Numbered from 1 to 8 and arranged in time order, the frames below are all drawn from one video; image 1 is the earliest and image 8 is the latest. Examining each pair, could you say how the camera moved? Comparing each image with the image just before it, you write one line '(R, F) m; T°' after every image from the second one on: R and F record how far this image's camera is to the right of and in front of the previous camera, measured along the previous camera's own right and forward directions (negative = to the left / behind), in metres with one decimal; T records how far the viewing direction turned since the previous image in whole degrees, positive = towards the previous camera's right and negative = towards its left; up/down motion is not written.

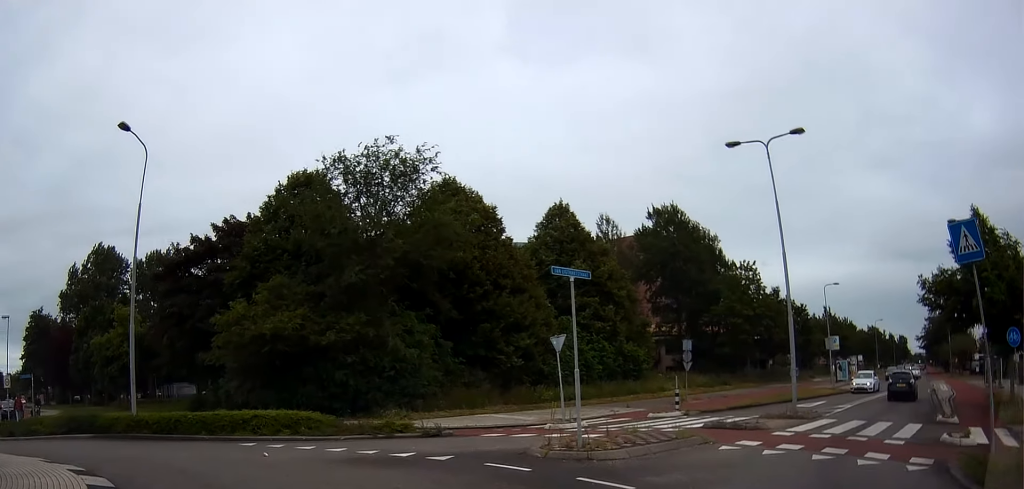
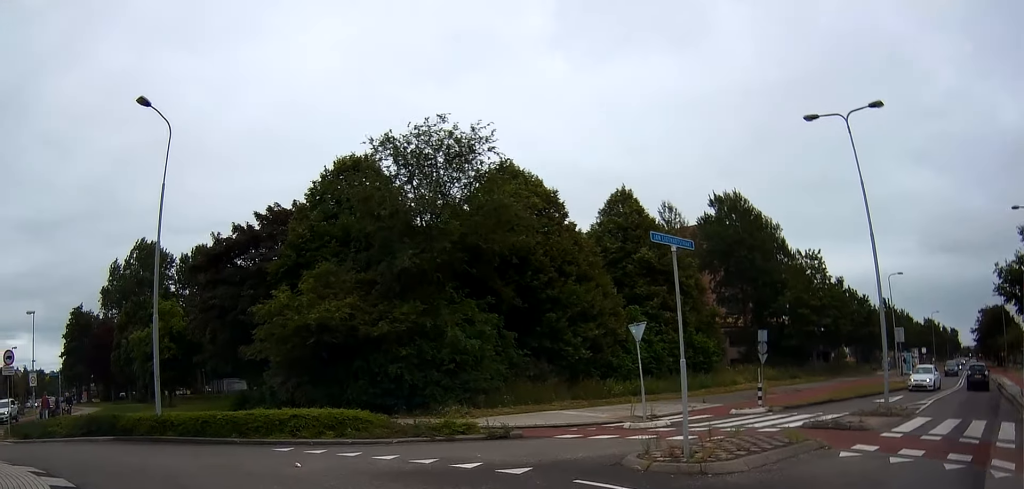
(-0.2, +2.1) m; -8°
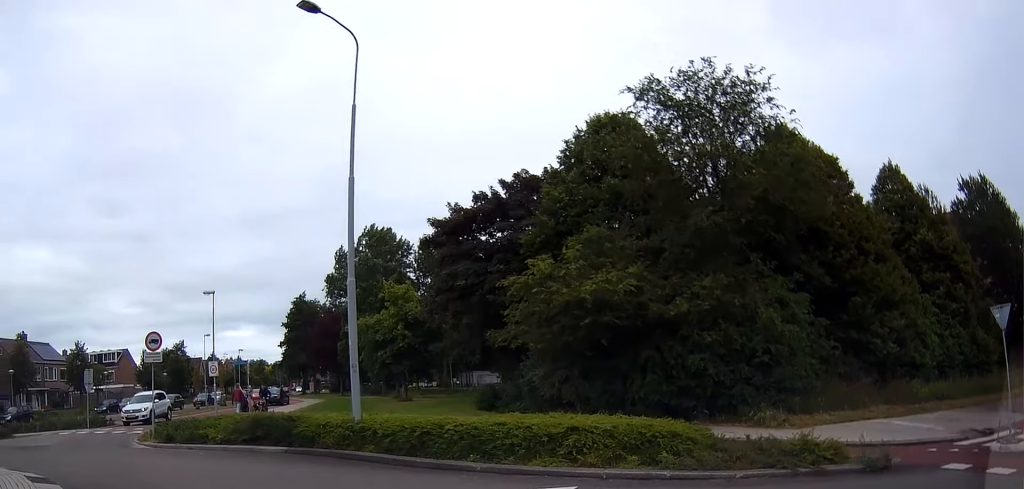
(-0.8, +5.1) m; -19°
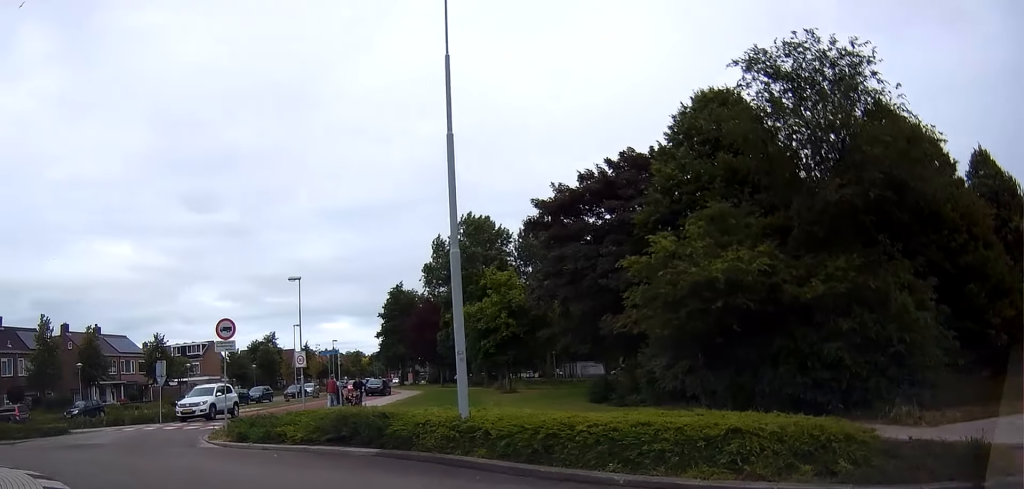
(-0.2, +1.8) m; -7°
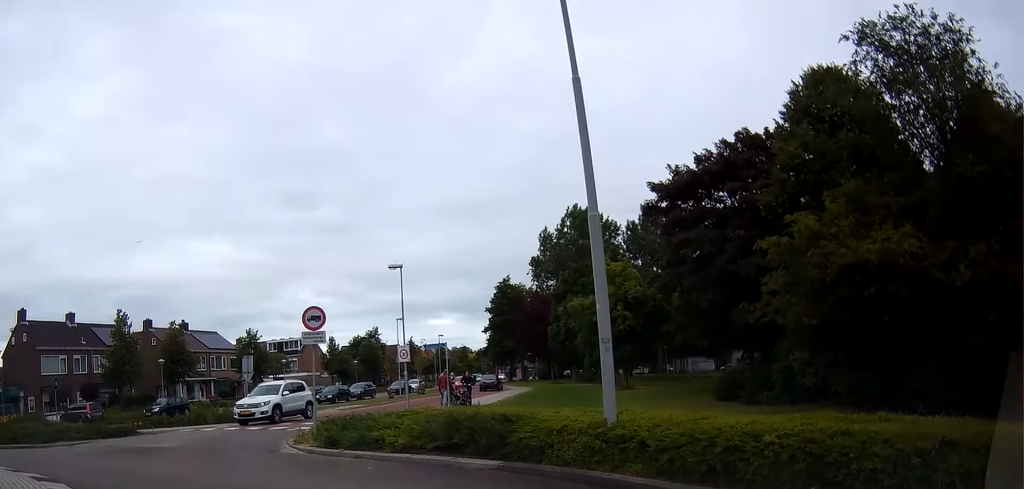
(0.0, +2.0) m; -8°
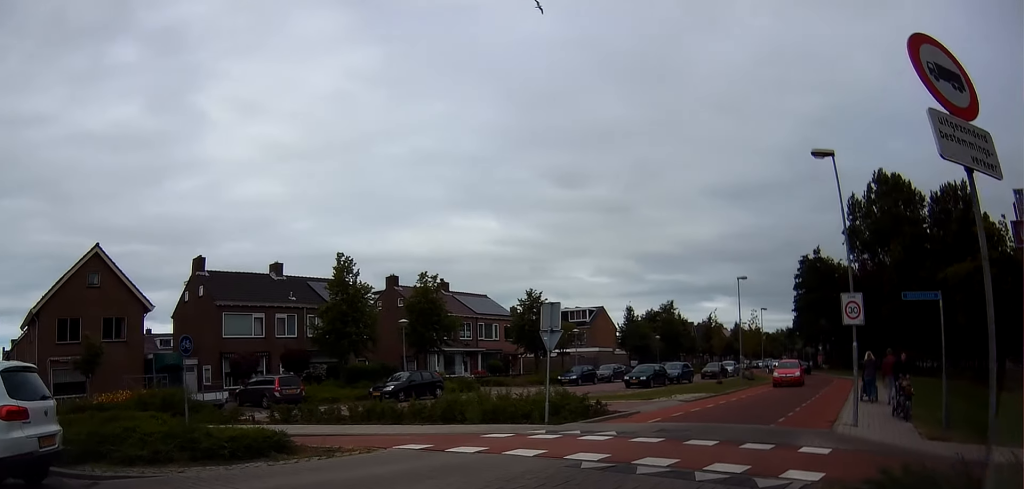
(-4.9, +10.8) m; -31°
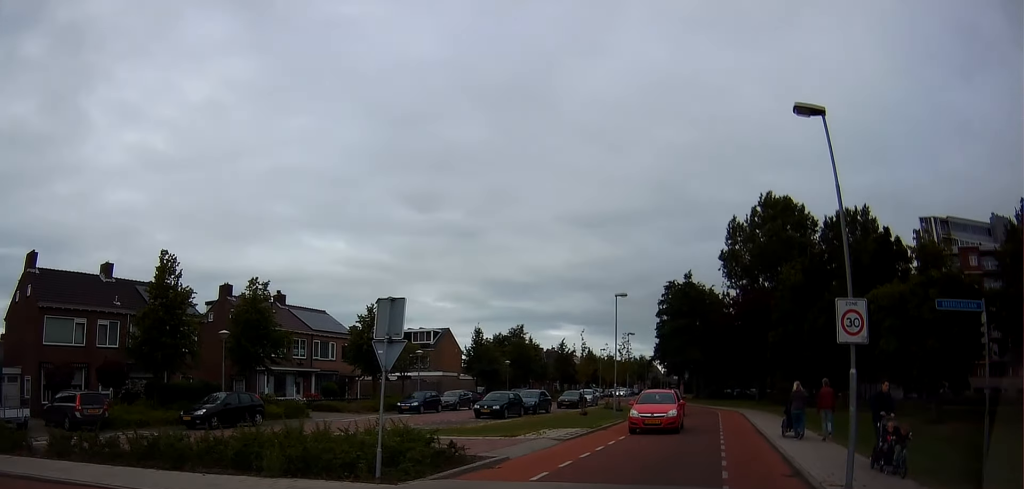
(+0.3, +5.0) m; +12°
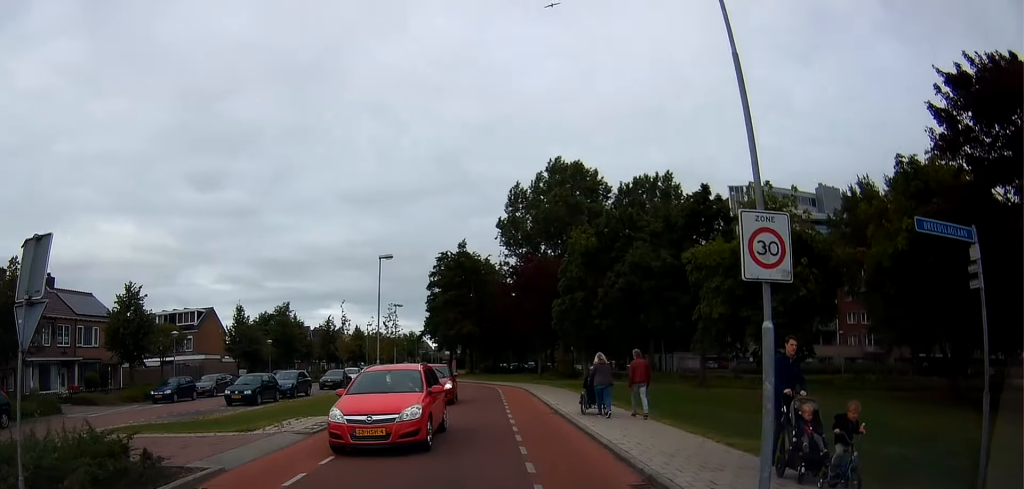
(+0.5, +3.9) m; +14°
